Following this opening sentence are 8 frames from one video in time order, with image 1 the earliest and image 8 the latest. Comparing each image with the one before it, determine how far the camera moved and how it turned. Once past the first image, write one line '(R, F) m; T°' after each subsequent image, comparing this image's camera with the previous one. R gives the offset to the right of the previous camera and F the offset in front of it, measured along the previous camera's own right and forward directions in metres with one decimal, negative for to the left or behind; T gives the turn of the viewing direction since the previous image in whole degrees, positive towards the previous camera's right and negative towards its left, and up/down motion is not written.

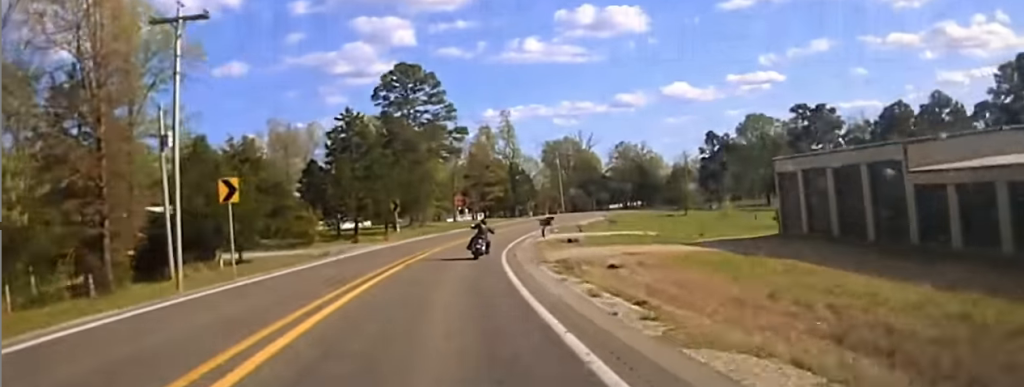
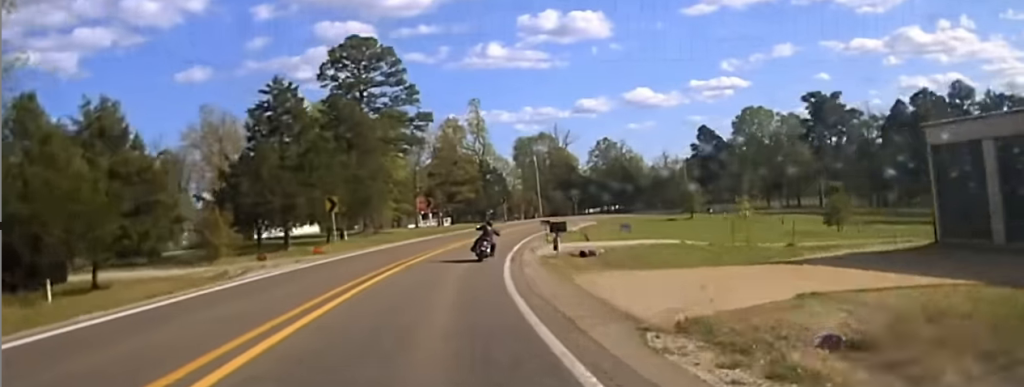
(-0.5, +17.7) m; +3°
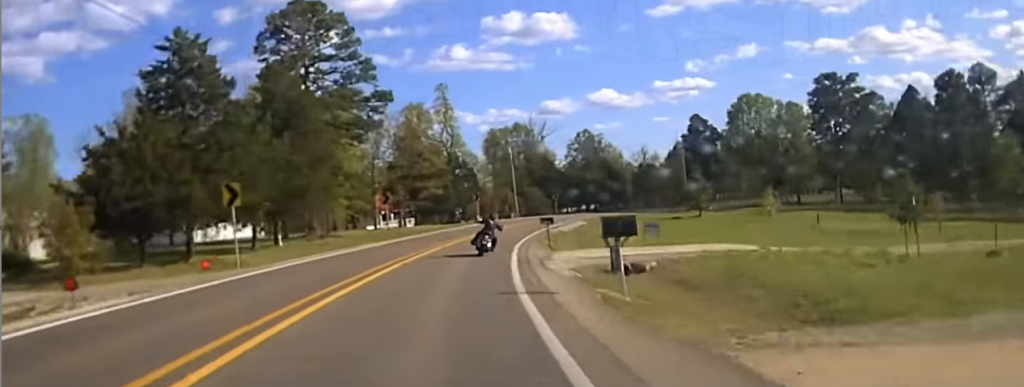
(+1.4, +14.6) m; +2°
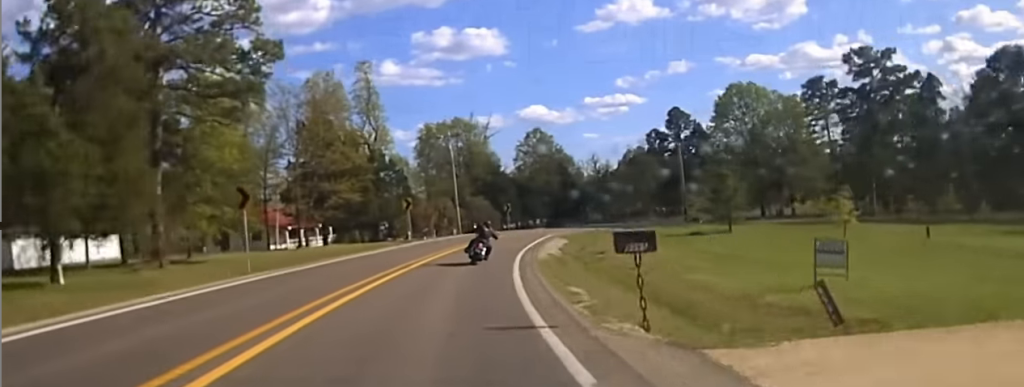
(+1.3, +24.2) m; +4°
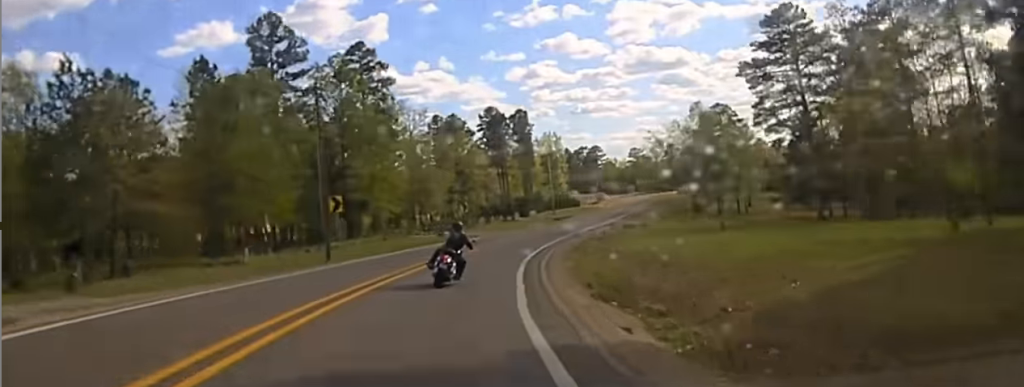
(+26.2, +115.8) m; +29°
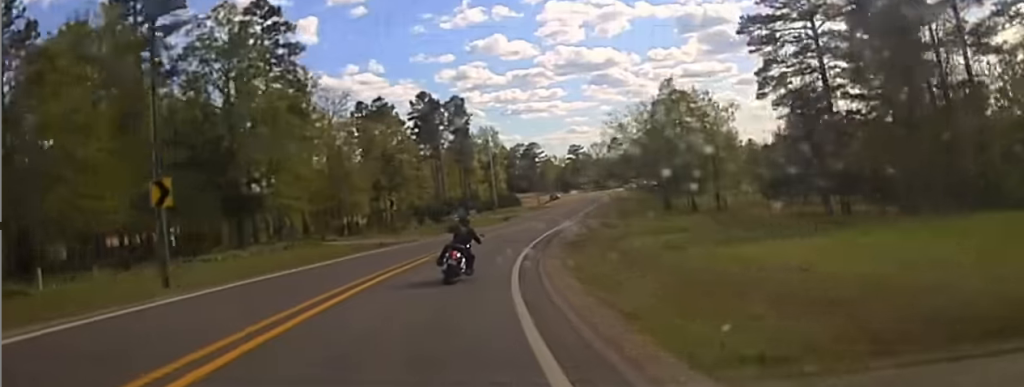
(+0.2, +20.0) m; +5°
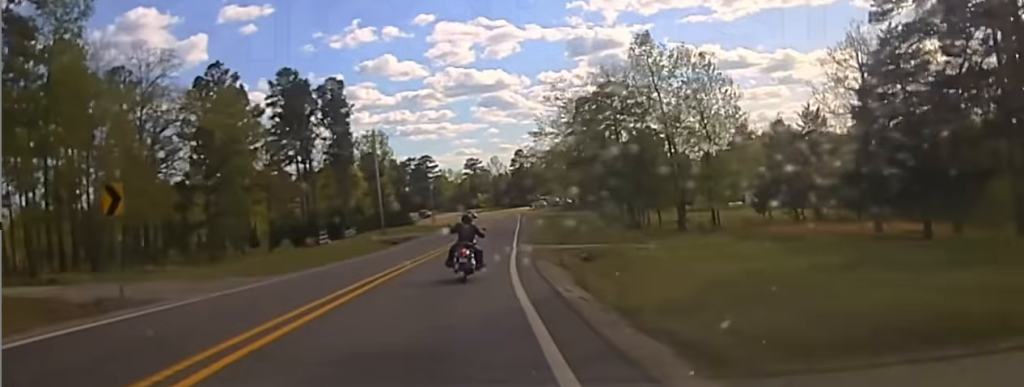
(+3.0, +40.7) m; +5°
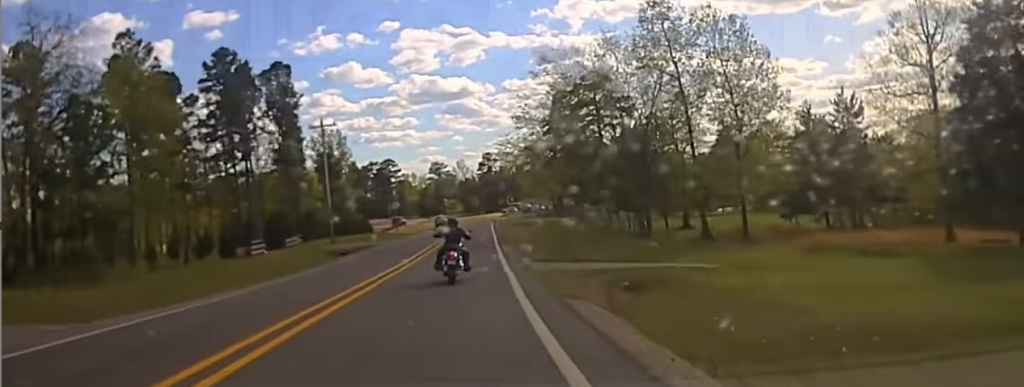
(+0.2, +15.8) m; +1°
